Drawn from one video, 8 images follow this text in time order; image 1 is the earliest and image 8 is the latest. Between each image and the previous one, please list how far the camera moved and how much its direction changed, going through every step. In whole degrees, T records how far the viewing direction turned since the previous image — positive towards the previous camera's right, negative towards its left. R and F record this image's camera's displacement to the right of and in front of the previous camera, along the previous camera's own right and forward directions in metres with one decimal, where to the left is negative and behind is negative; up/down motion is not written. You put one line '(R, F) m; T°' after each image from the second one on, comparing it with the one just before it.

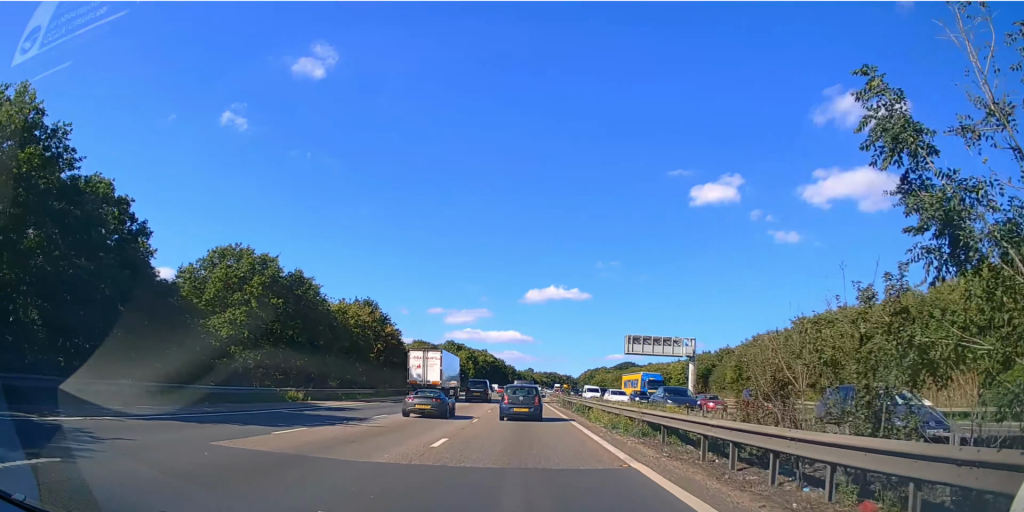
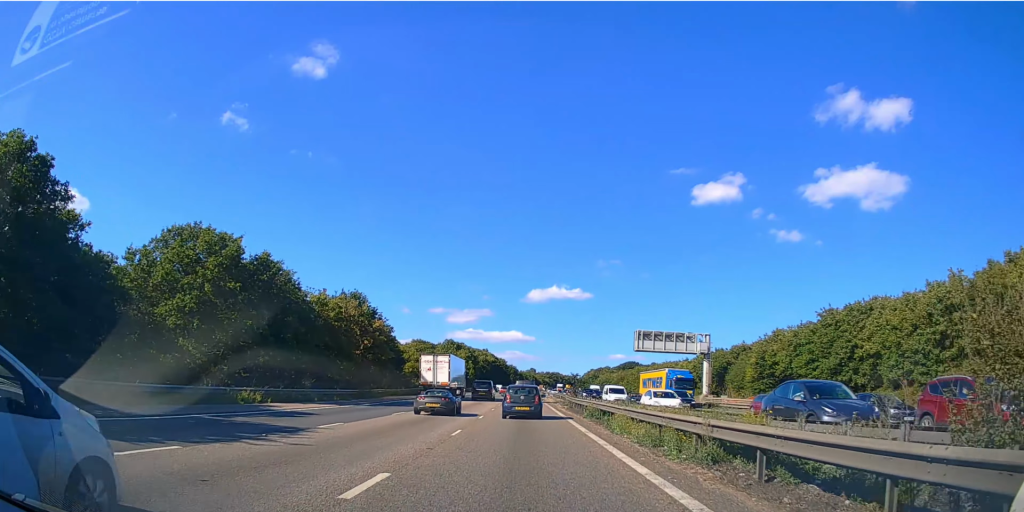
(0.0, +4.6) m; -1°
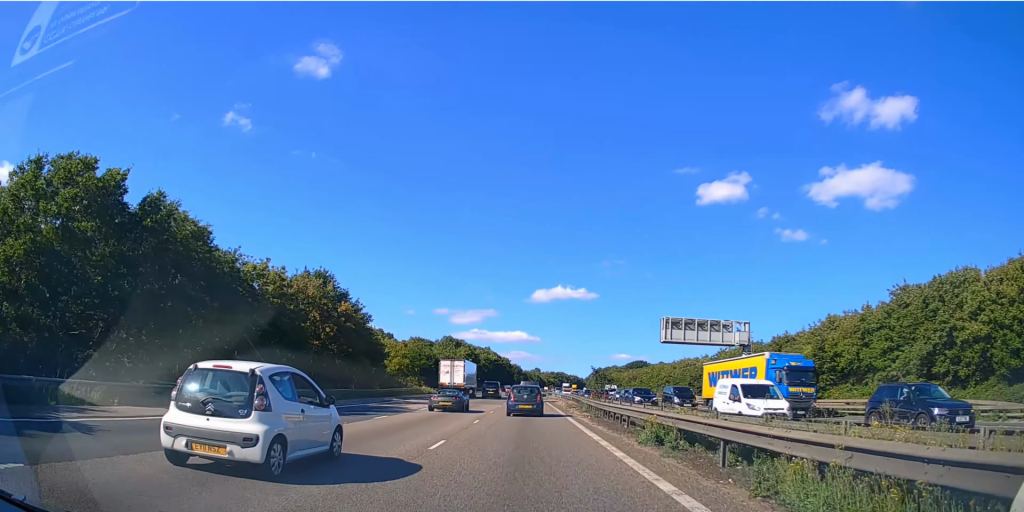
(-0.1, +10.2) m; 0°
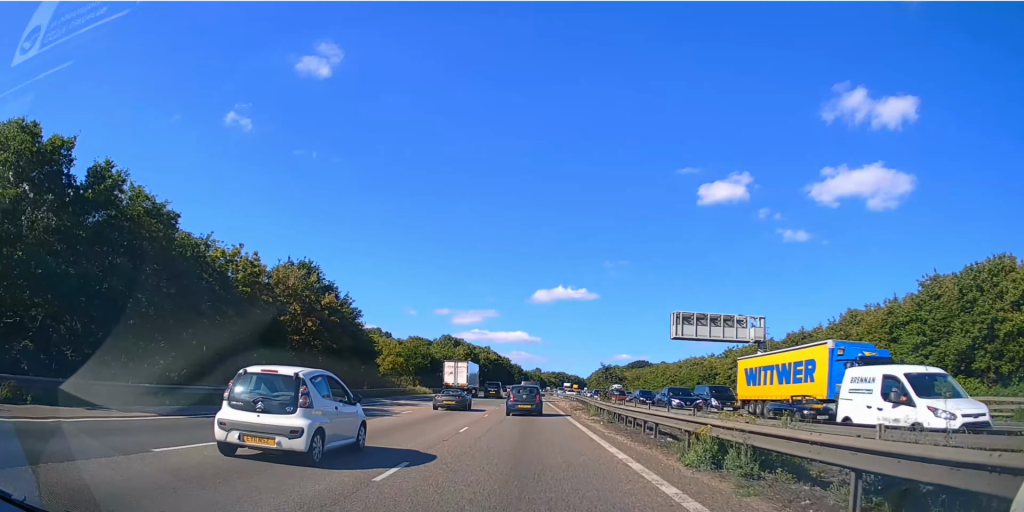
(0.0, +3.7) m; 0°
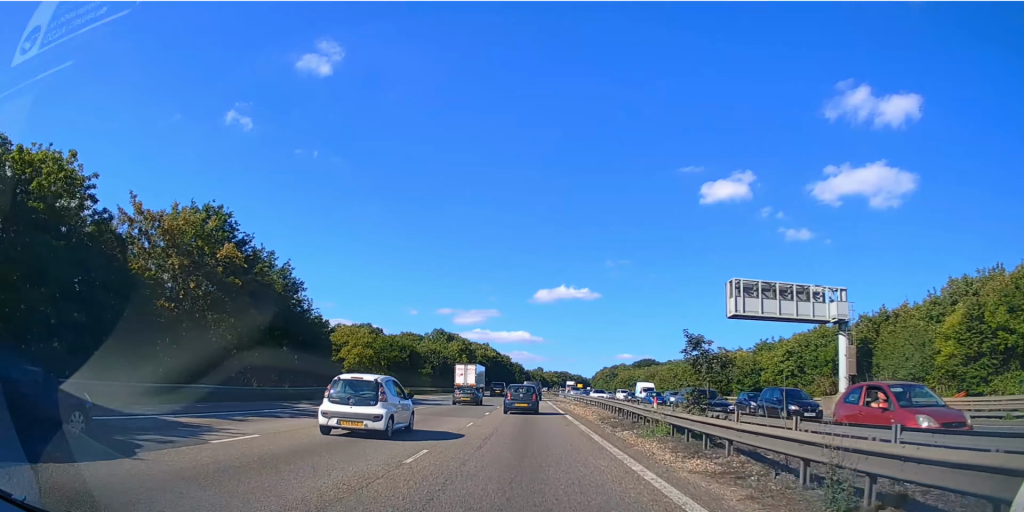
(0.0, +14.8) m; 0°
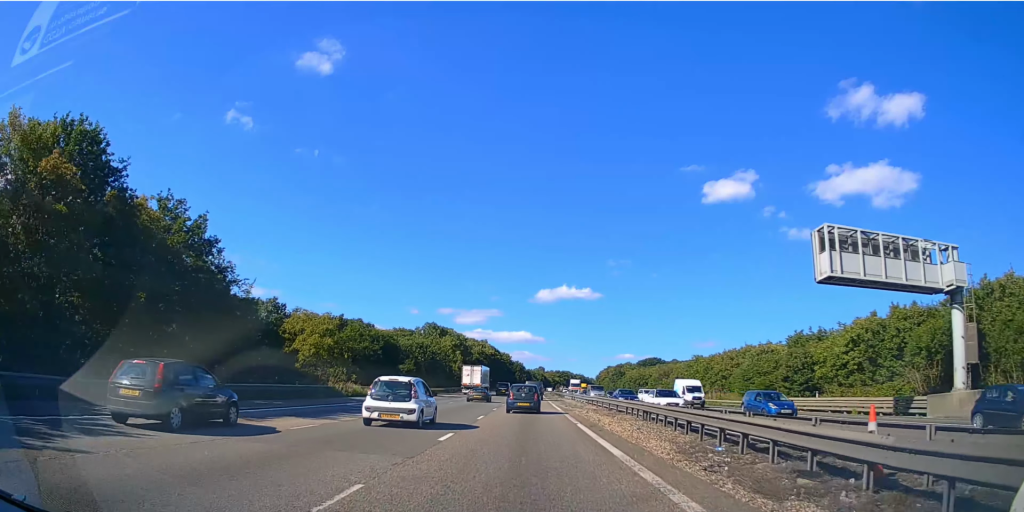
(+0.1, +12.4) m; 0°
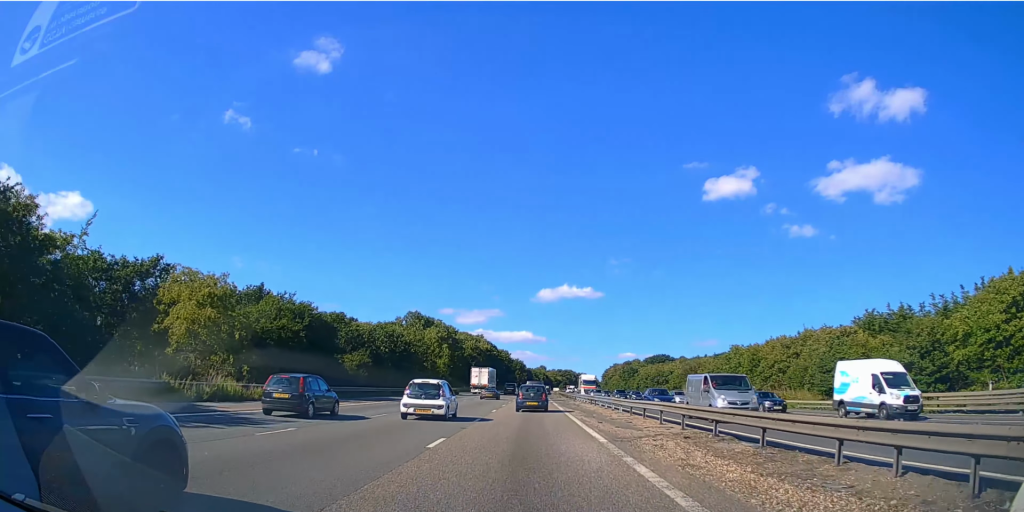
(-0.1, +20.5) m; 0°
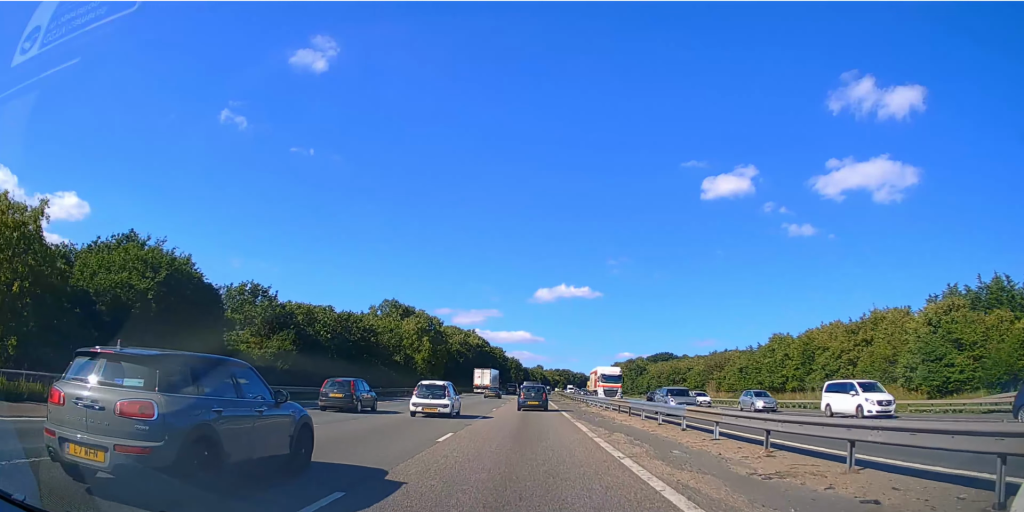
(0.0, +16.0) m; 0°
